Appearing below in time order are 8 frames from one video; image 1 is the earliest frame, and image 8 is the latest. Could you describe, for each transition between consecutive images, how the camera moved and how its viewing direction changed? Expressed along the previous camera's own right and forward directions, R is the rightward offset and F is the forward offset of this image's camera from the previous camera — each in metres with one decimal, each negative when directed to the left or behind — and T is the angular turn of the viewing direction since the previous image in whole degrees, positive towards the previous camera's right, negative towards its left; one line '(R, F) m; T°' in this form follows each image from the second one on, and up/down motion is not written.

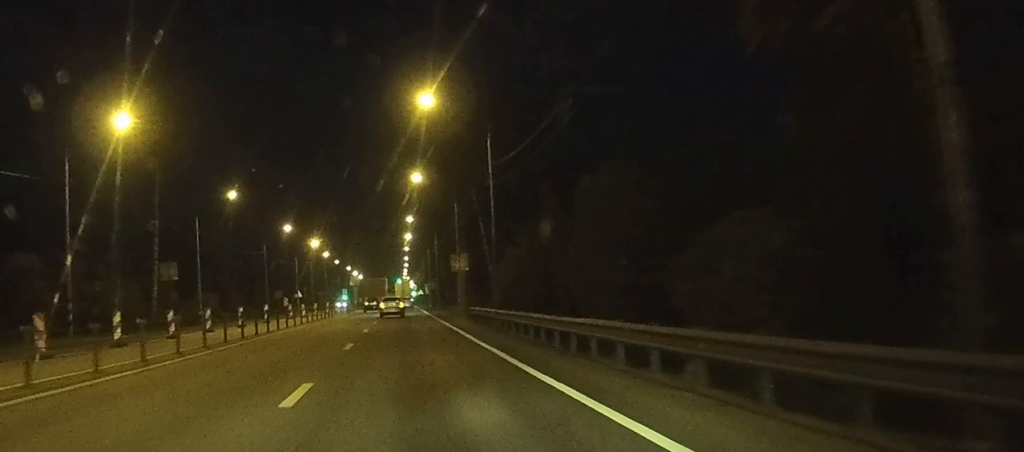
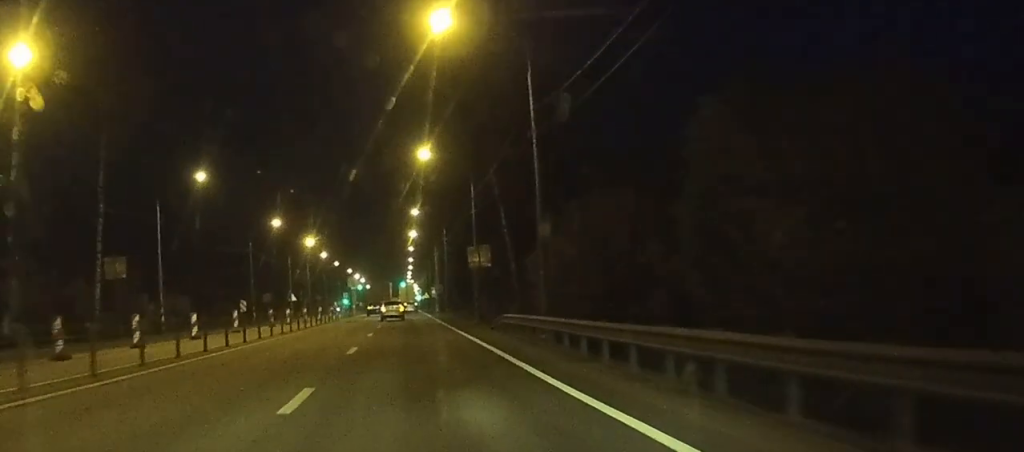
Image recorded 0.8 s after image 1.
(+0.1, +12.5) m; 0°
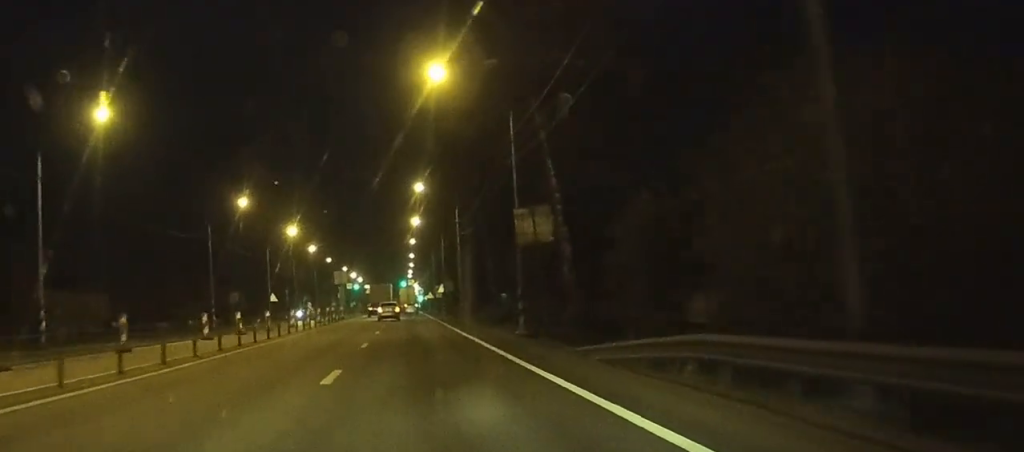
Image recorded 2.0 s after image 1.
(0.0, +20.0) m; 0°
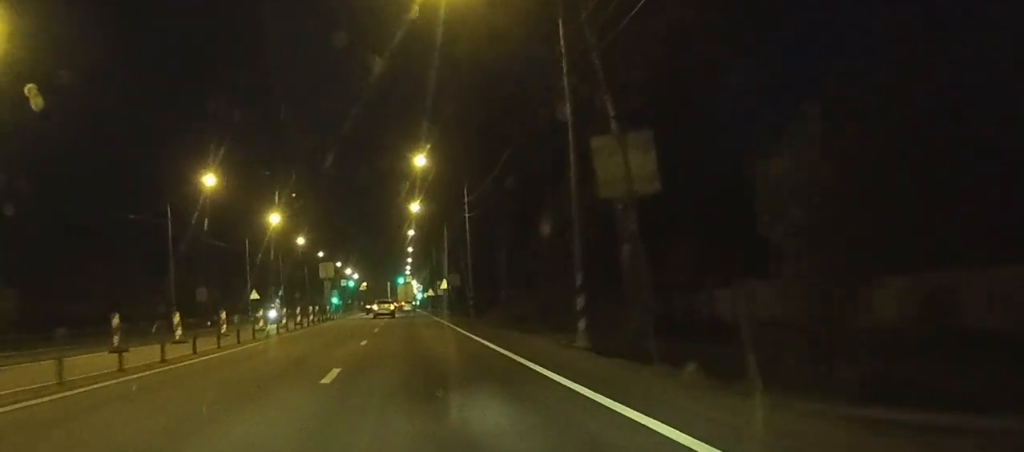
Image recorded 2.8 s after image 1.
(0.0, +12.1) m; 0°
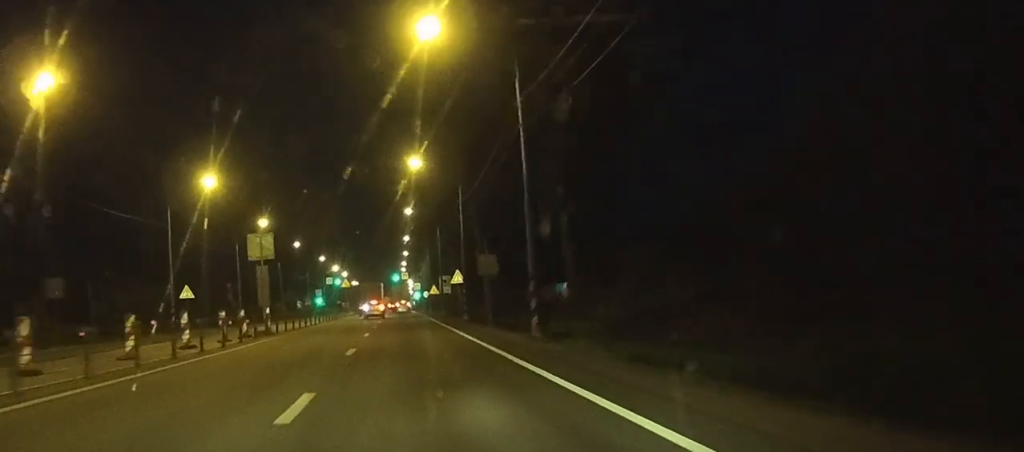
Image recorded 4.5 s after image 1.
(0.0, +28.3) m; 0°
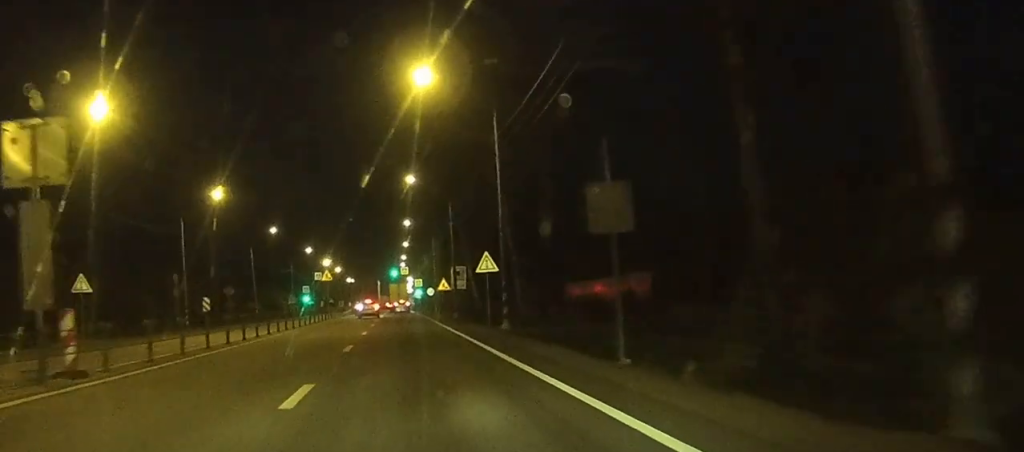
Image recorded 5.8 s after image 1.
(+0.1, +22.1) m; 0°
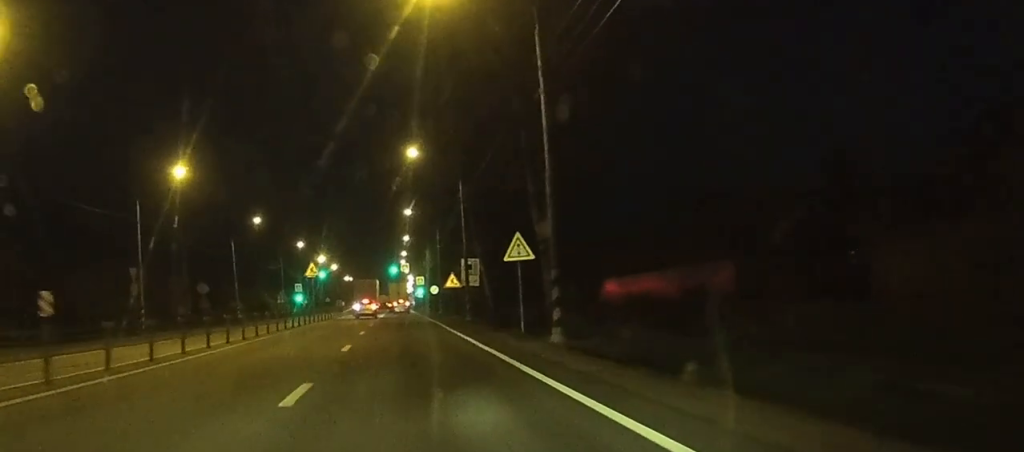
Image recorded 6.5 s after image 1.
(0.0, +11.5) m; 0°
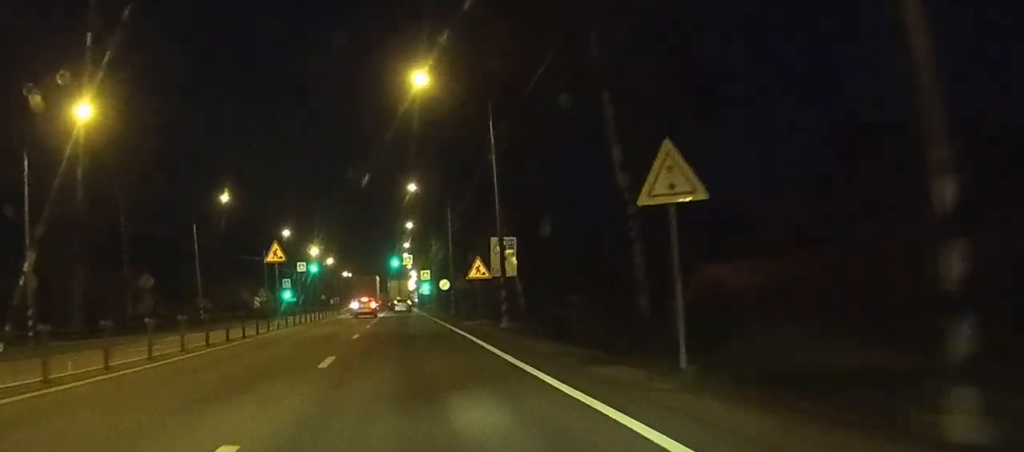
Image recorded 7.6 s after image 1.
(0.0, +17.9) m; 0°
